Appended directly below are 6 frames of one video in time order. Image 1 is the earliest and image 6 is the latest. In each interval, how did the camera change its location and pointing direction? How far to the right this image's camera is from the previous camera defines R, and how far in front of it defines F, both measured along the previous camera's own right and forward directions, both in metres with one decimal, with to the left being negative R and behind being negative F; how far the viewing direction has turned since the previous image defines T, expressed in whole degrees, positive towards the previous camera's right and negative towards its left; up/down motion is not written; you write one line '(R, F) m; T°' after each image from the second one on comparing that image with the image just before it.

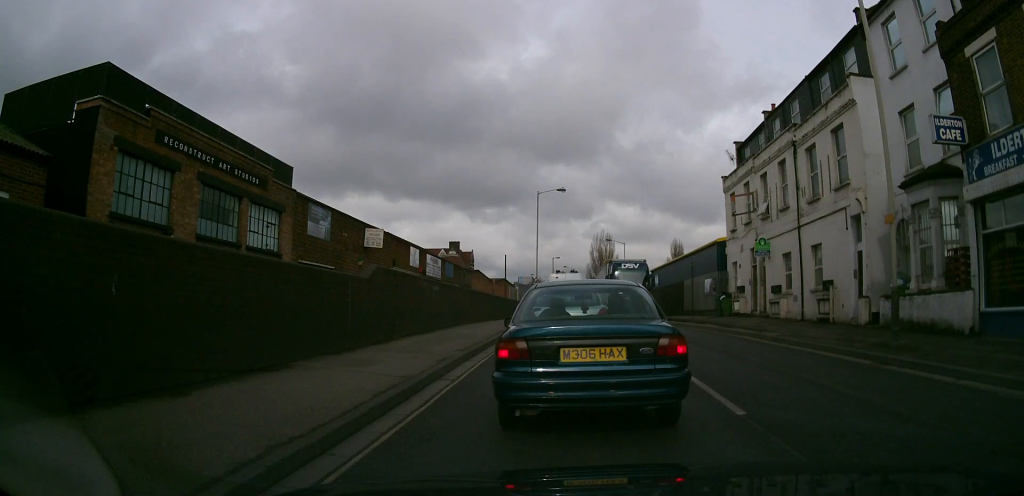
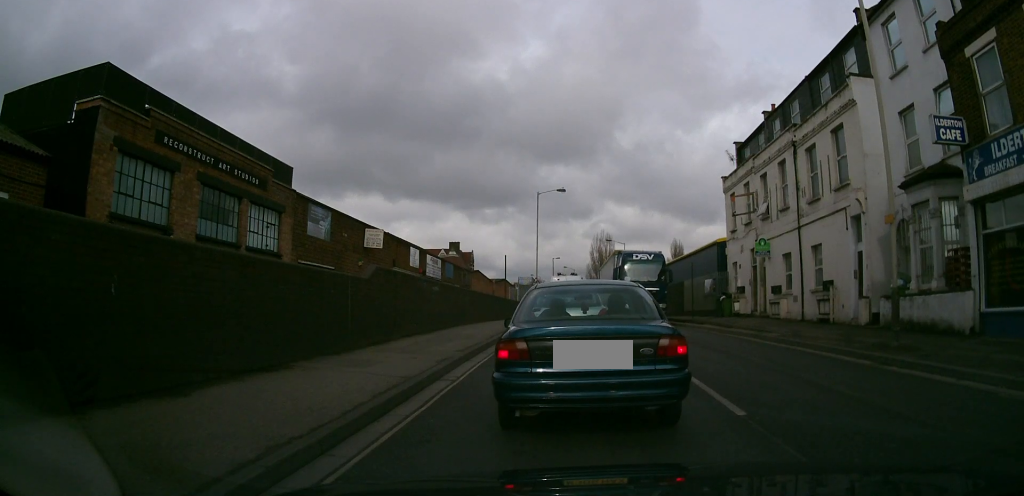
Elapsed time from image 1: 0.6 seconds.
(0.0, 0.0) m; 0°
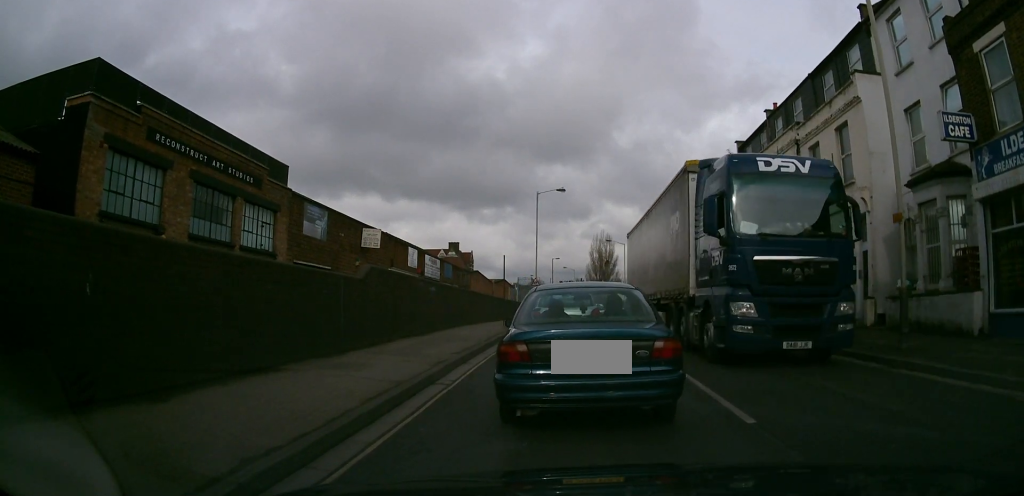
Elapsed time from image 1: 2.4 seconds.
(0.0, 0.0) m; 0°
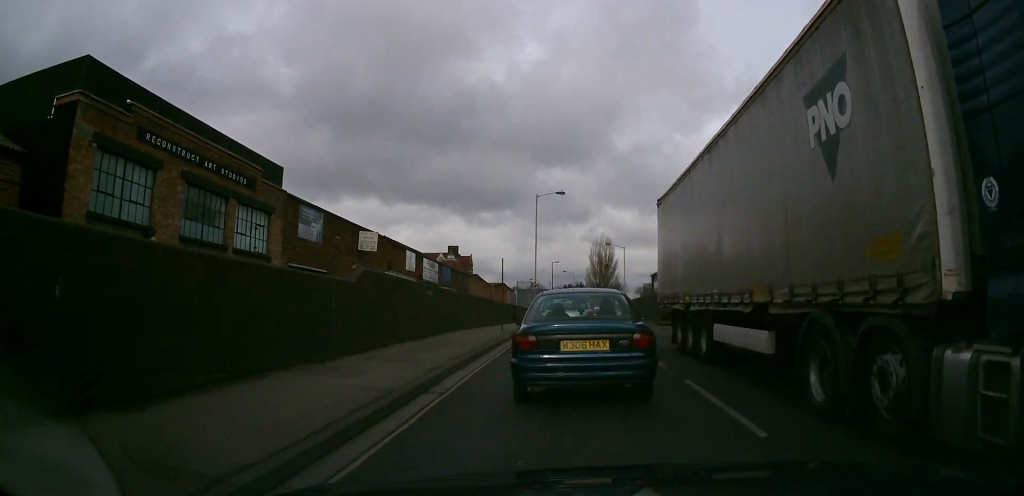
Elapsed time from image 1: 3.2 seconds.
(0.0, 0.0) m; 0°
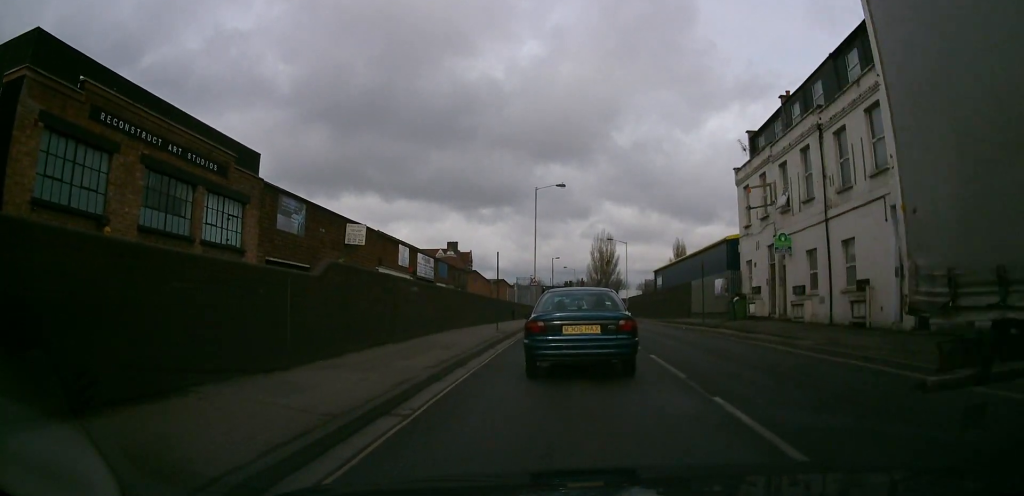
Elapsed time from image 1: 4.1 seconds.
(0.0, 0.0) m; 0°
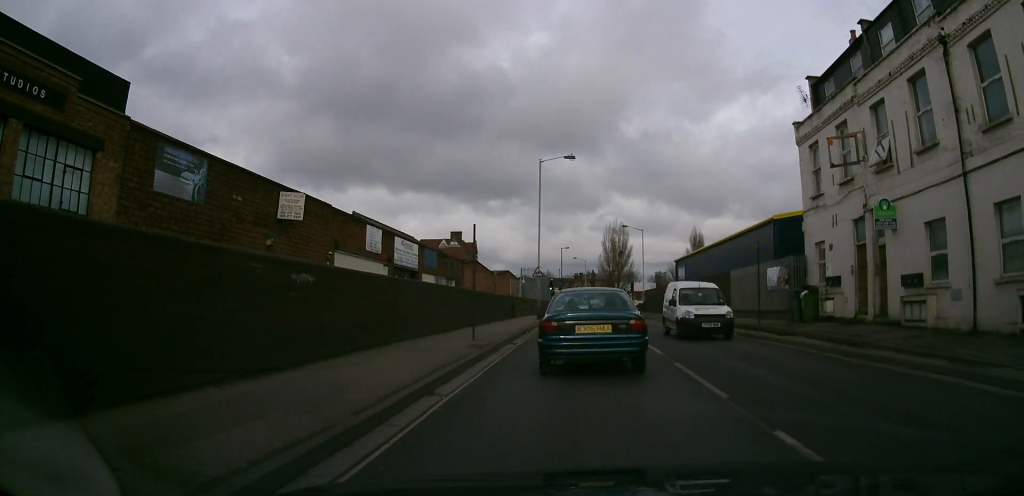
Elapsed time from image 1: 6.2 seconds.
(0.0, +3.2) m; 0°
